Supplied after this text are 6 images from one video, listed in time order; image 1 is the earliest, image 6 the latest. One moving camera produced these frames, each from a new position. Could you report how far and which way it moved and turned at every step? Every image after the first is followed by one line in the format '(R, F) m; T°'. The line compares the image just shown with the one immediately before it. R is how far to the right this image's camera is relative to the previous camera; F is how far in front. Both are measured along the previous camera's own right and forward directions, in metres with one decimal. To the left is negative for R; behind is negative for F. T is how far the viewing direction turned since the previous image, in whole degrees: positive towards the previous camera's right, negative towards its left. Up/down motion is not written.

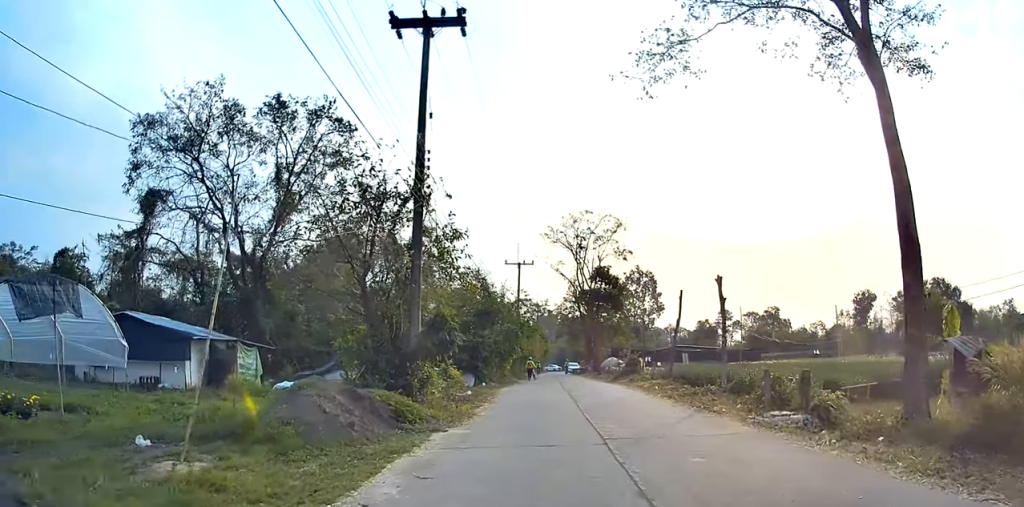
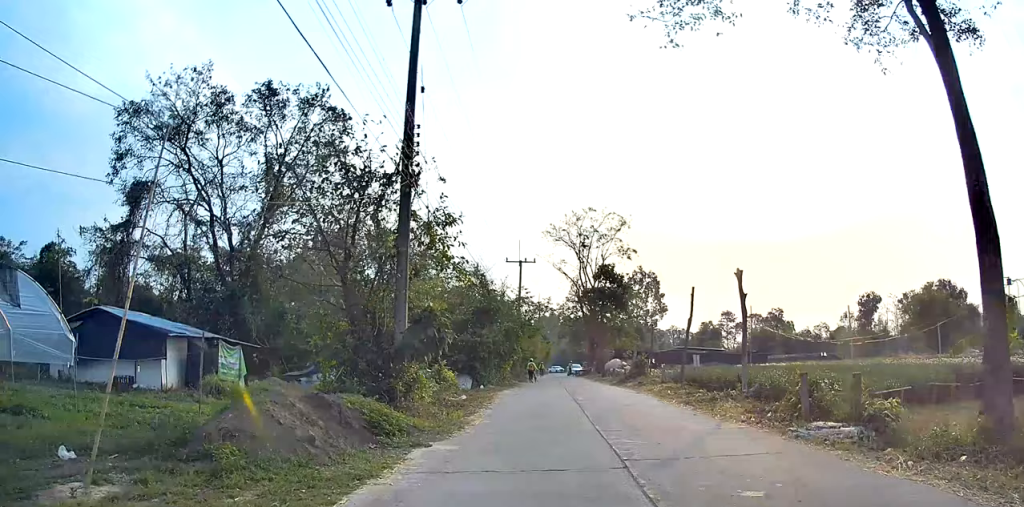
(0.0, +1.6) m; -1°
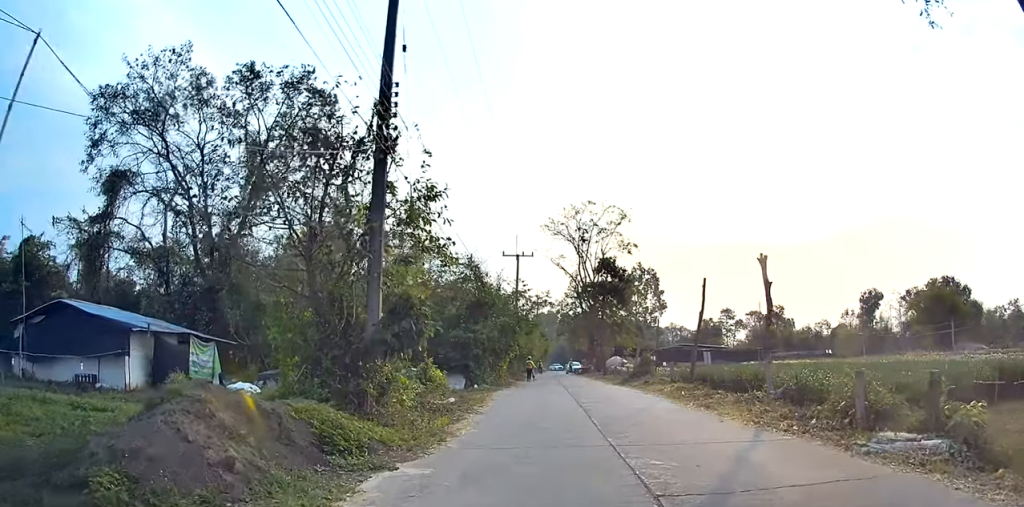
(0.0, +1.9) m; -1°
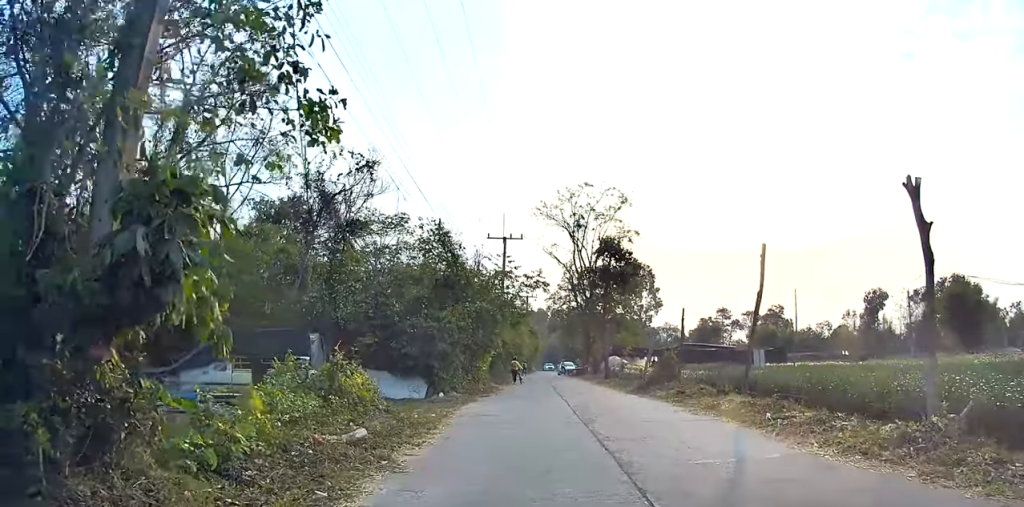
(0.0, +6.2) m; +1°
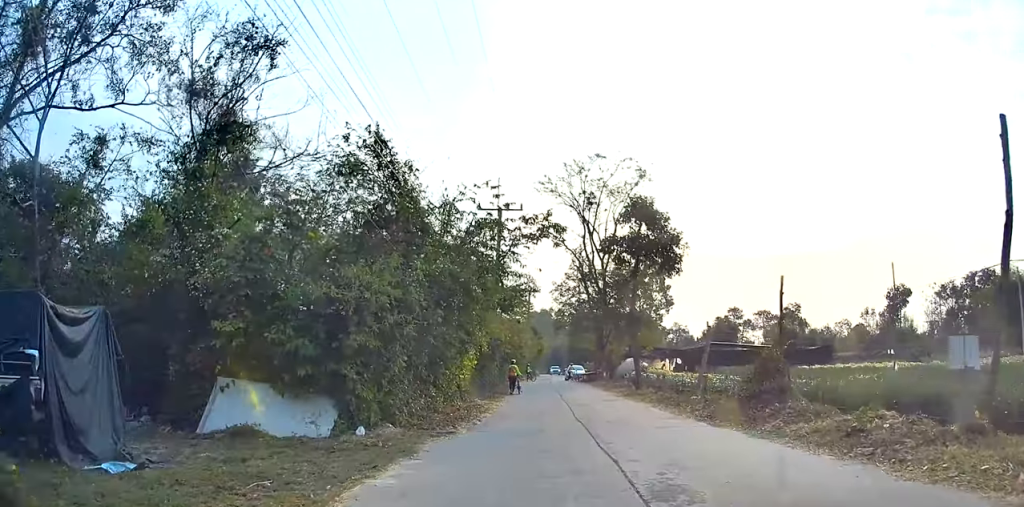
(+0.1, +8.5) m; +1°
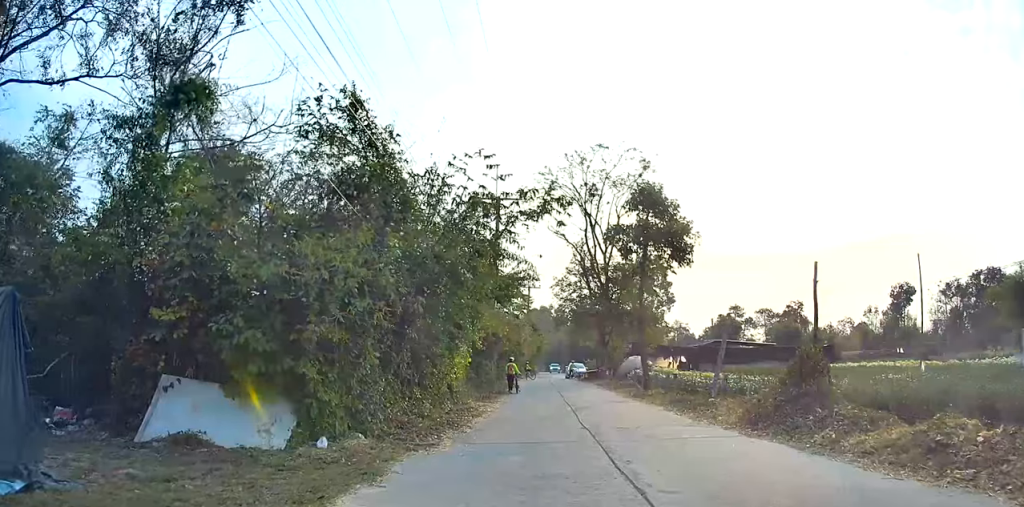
(0.0, +1.7) m; 0°
